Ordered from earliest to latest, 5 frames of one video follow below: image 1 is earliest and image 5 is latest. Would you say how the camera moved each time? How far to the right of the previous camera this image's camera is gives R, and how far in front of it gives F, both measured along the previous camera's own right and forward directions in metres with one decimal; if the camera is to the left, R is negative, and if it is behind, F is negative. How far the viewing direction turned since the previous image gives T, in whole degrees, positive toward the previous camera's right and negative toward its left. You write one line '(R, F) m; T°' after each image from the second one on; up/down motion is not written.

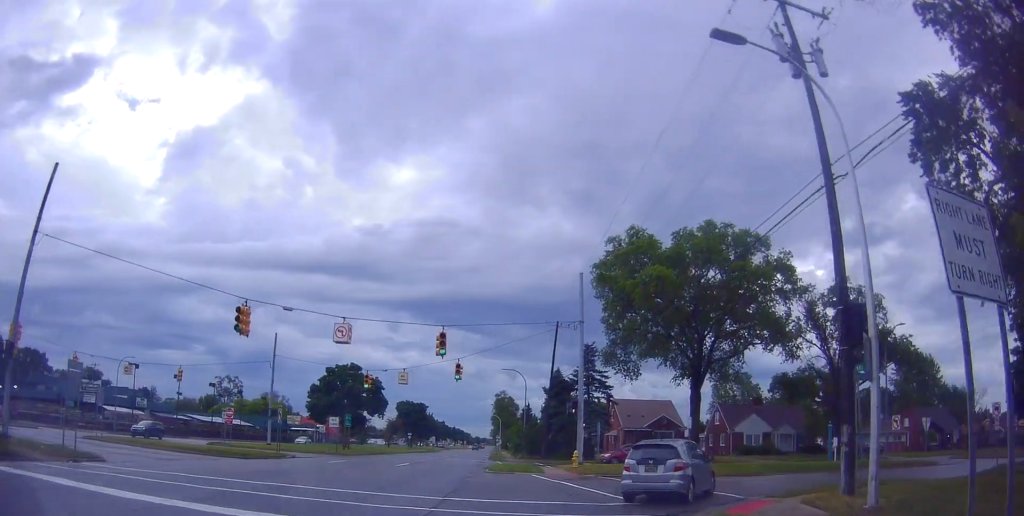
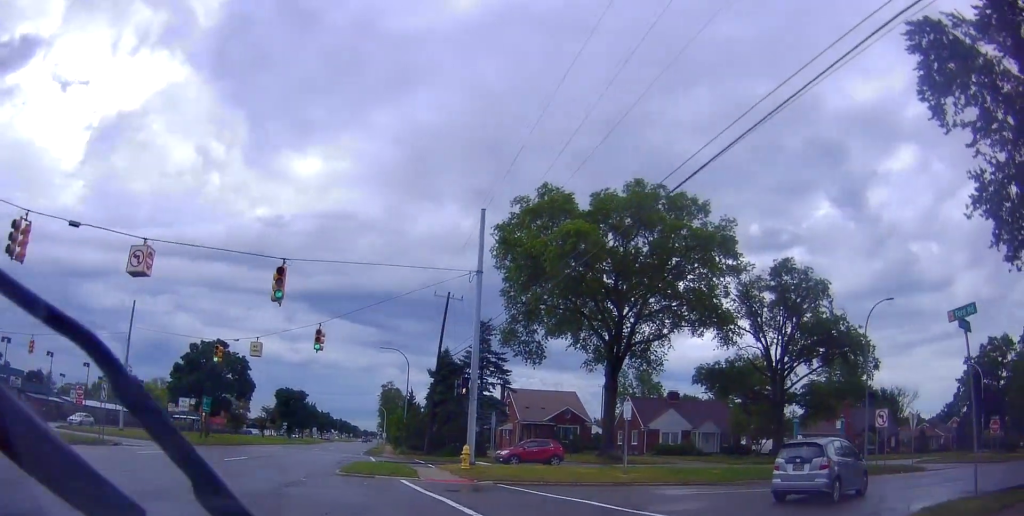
(+0.8, +10.5) m; +8°
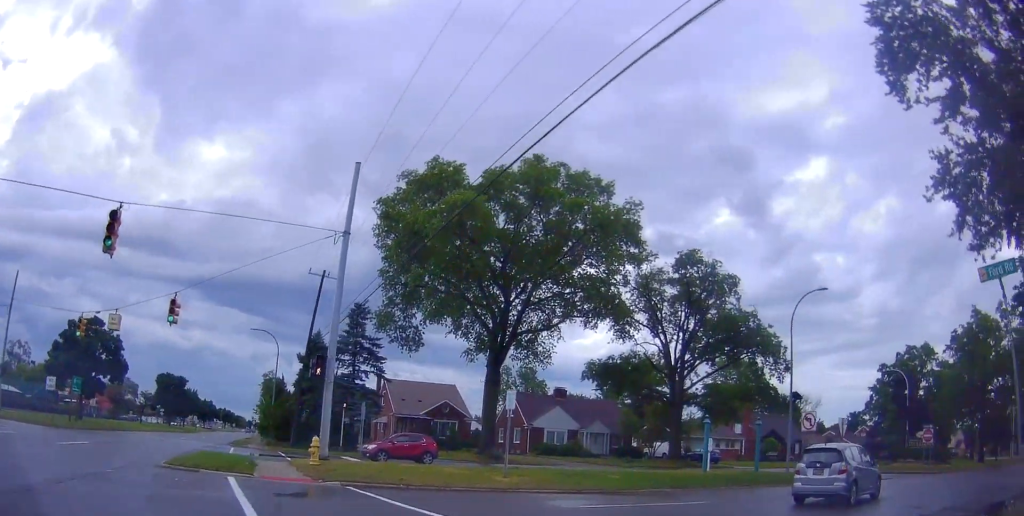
(-0.1, +4.4) m; +6°
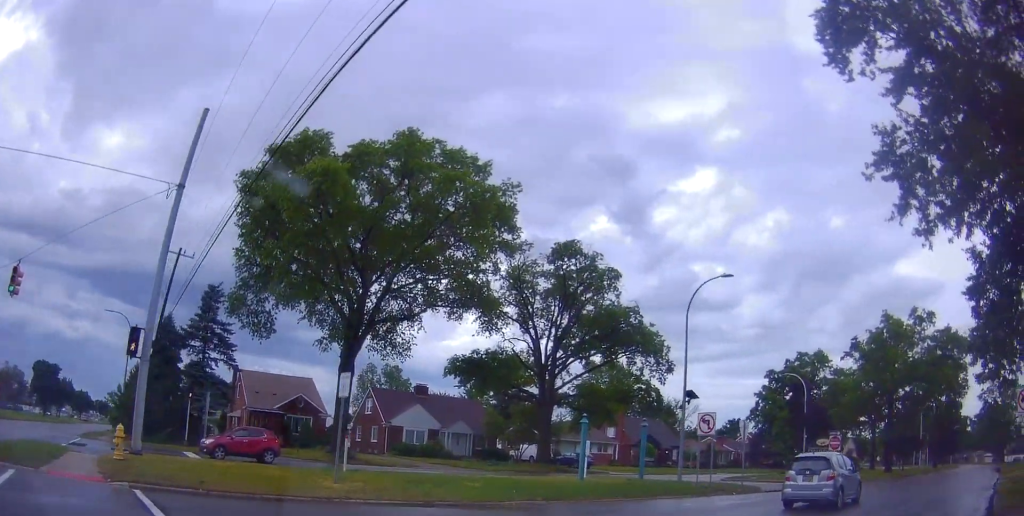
(+0.4, +3.7) m; +14°
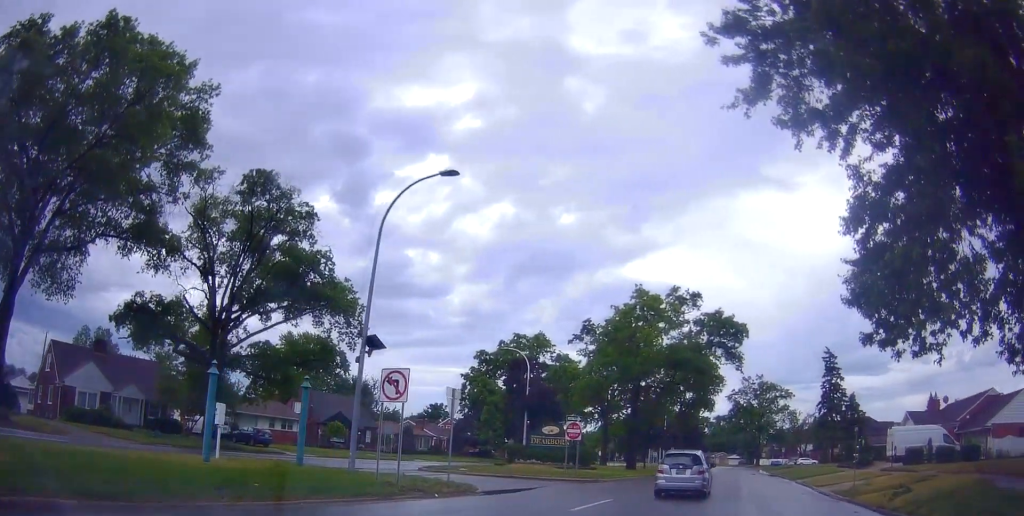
(+1.9, +7.7) m; +19°
